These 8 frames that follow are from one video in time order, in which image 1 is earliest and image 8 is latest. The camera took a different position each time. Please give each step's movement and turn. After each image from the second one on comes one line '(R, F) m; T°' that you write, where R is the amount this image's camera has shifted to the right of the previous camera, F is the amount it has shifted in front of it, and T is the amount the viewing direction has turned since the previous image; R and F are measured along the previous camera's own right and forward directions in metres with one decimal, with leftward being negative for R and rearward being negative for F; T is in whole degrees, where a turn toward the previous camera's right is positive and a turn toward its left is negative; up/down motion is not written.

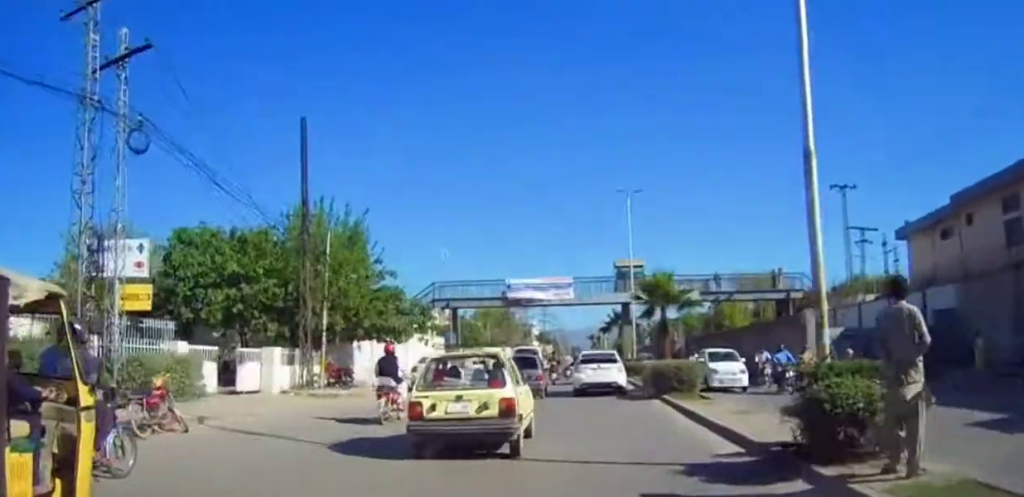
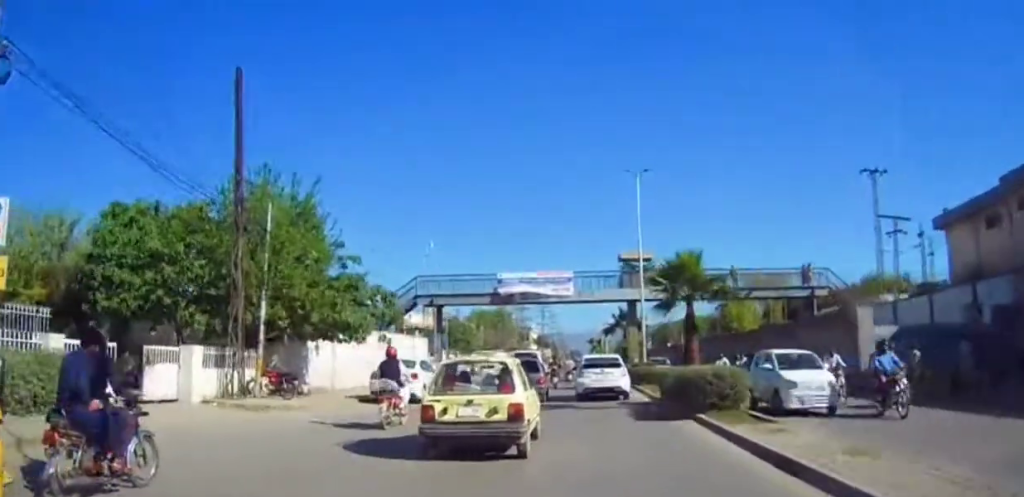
(0.0, +5.6) m; 0°
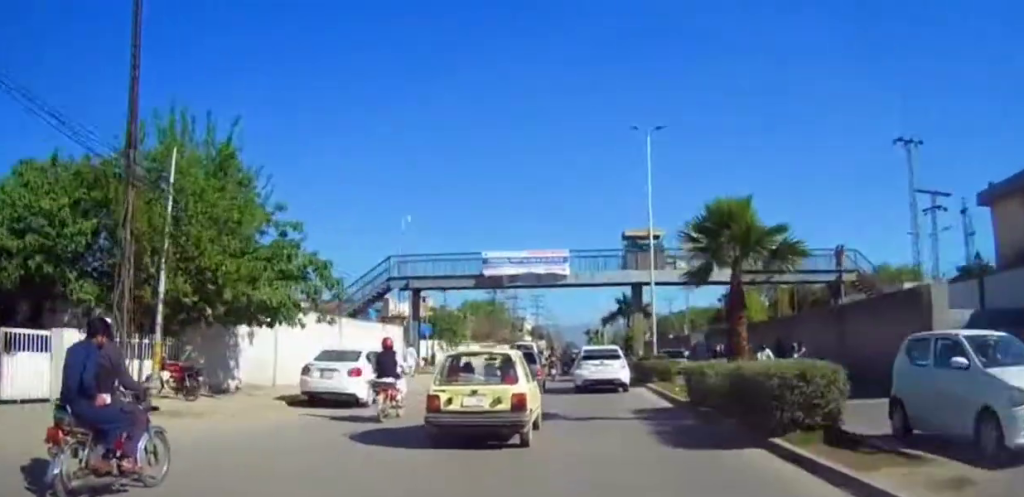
(0.0, +5.2) m; +1°
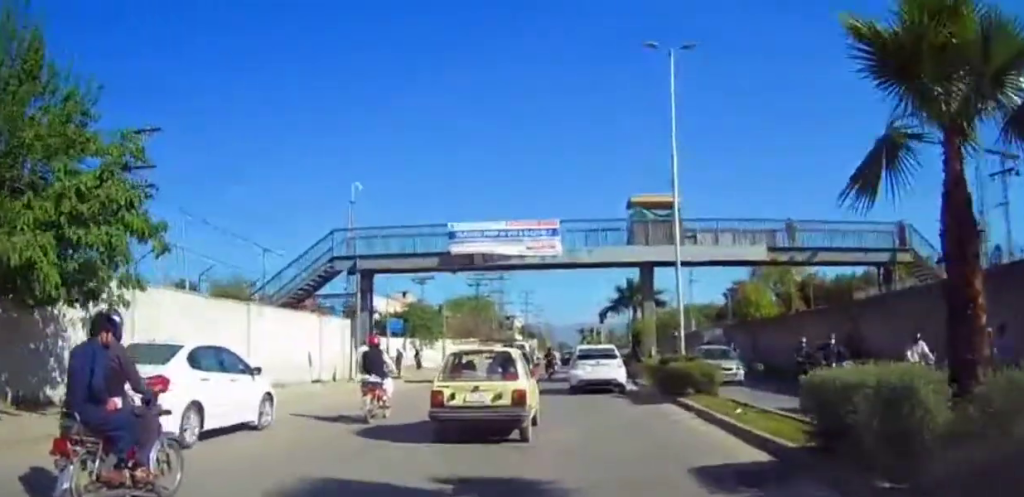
(+0.2, +8.1) m; +1°
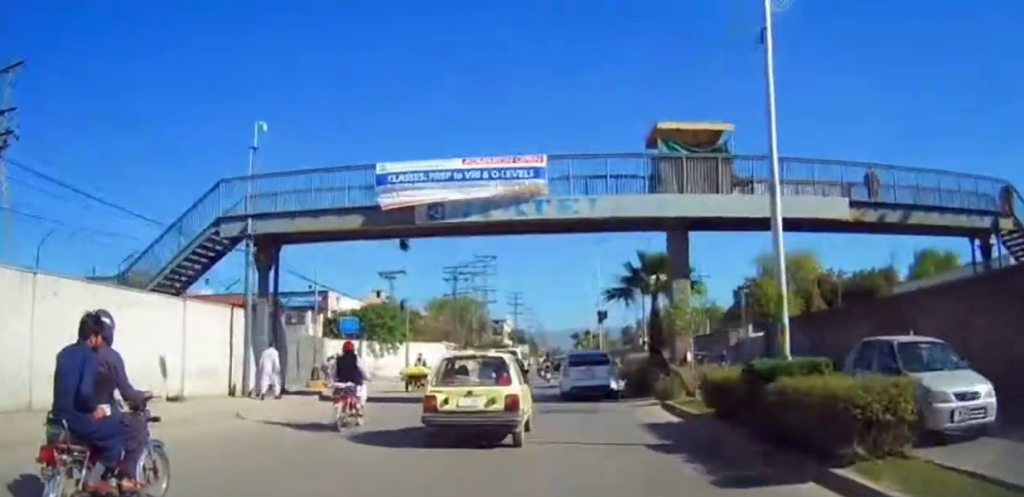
(+0.1, +9.7) m; -1°
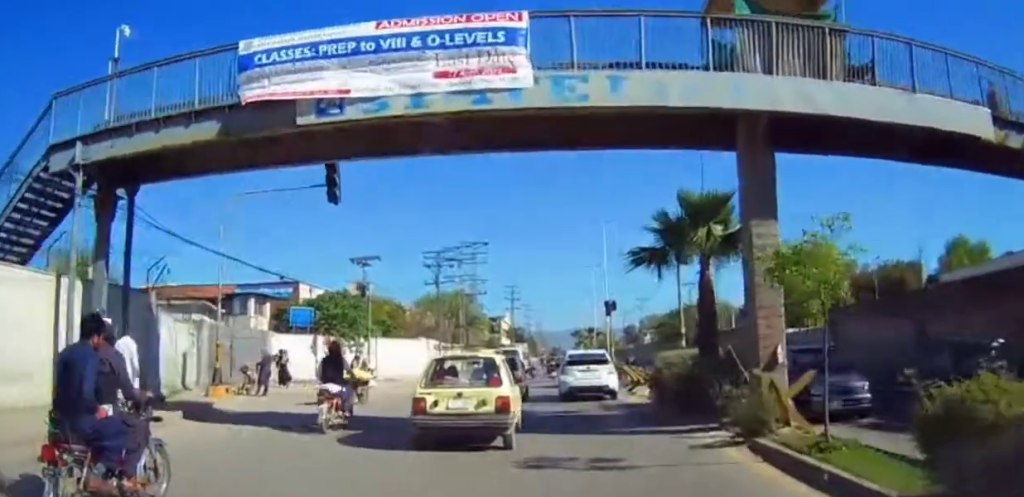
(-0.2, +8.1) m; -1°
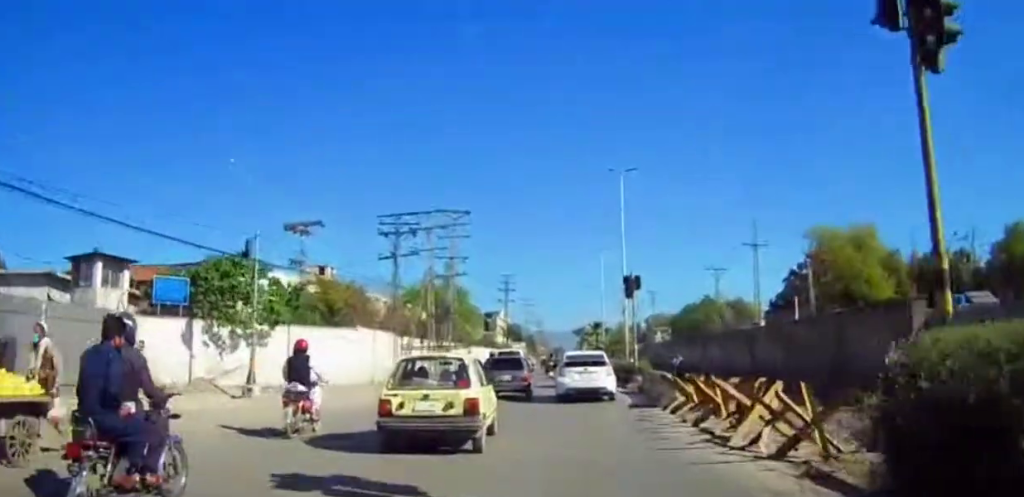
(+0.3, +12.8) m; +2°
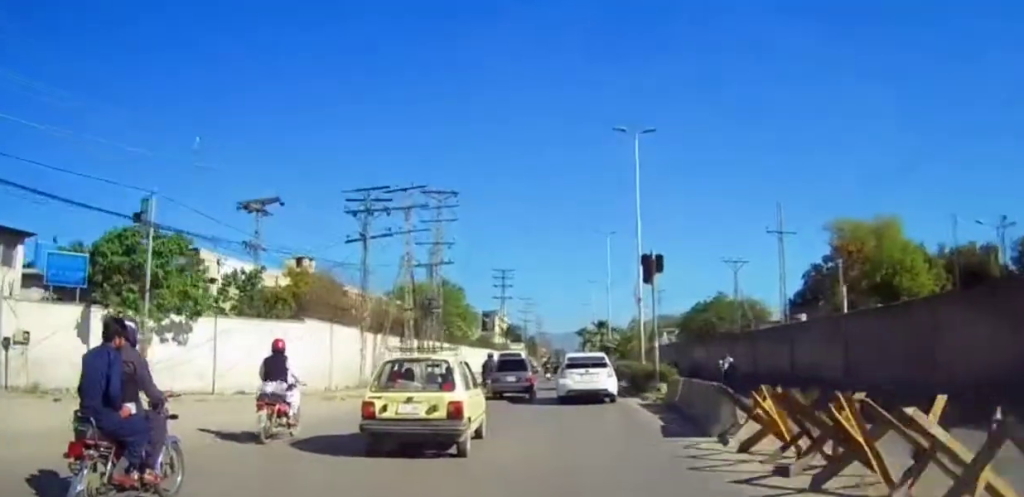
(+0.2, +5.9) m; 0°
